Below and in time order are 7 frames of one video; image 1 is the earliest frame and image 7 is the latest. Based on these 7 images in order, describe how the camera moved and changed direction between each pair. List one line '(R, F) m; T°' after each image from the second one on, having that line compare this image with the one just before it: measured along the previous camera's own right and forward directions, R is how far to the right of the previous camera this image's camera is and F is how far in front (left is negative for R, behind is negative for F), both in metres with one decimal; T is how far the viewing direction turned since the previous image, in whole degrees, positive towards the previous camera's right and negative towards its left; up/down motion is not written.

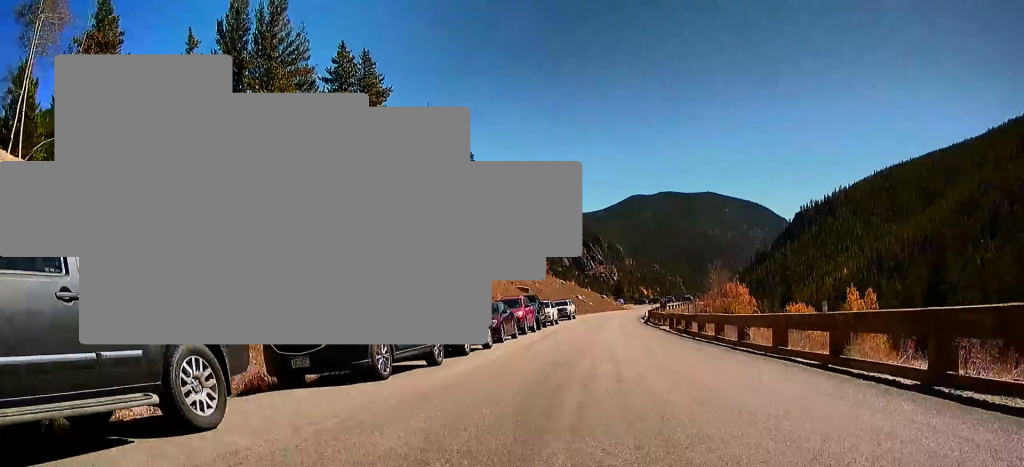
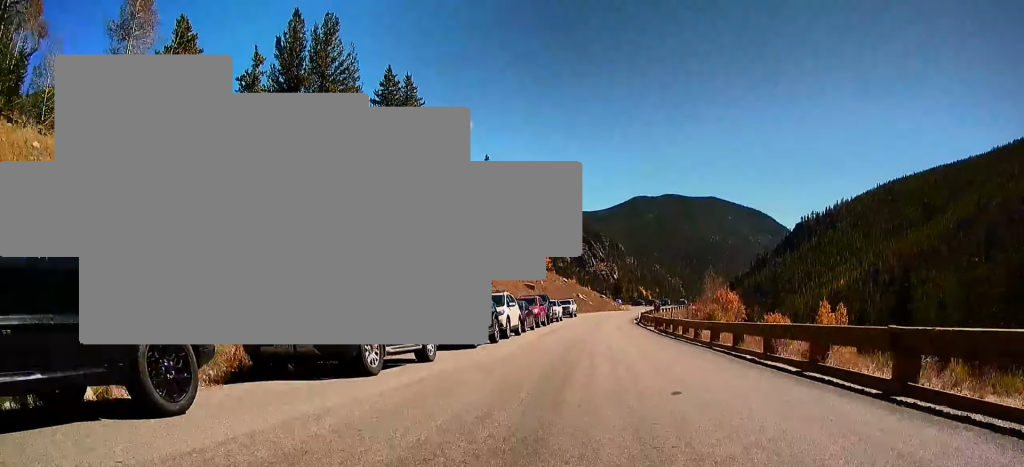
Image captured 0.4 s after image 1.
(+0.1, +4.2) m; 0°
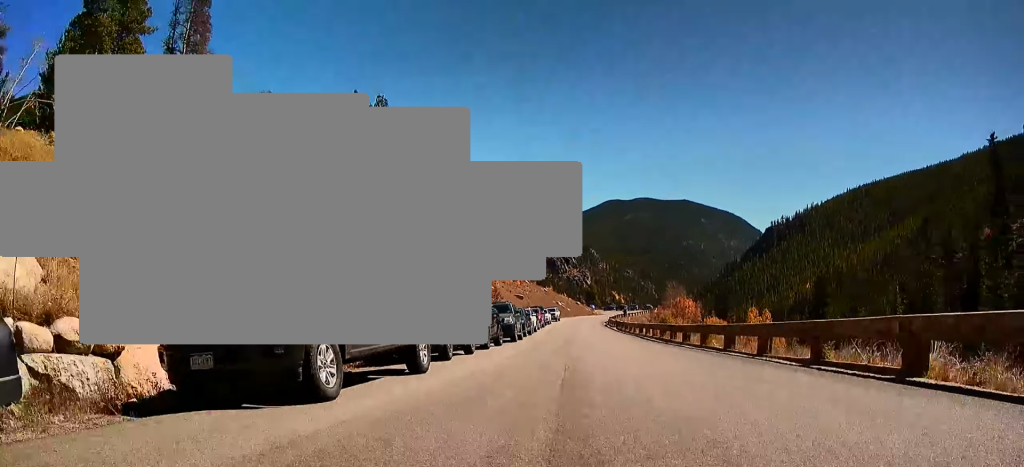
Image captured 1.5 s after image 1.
(-0.2, +11.1) m; 0°
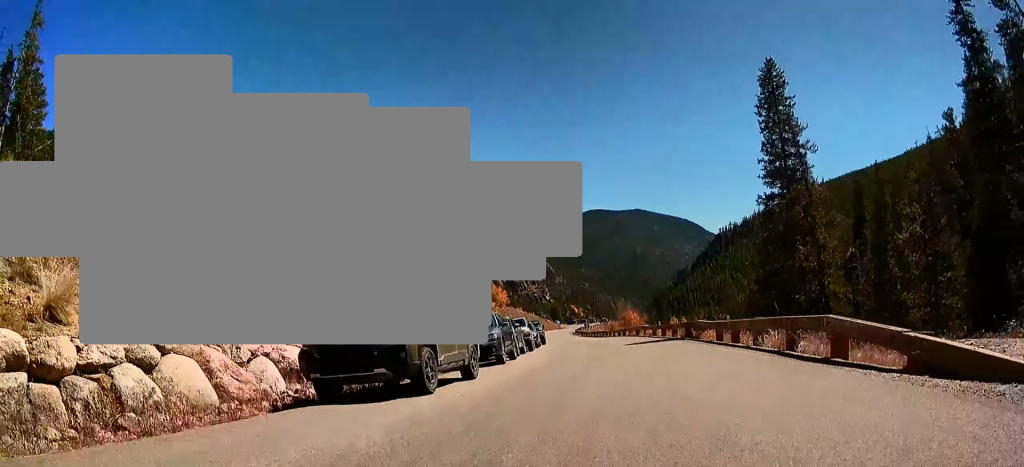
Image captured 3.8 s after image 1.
(+1.2, +21.5) m; +5°
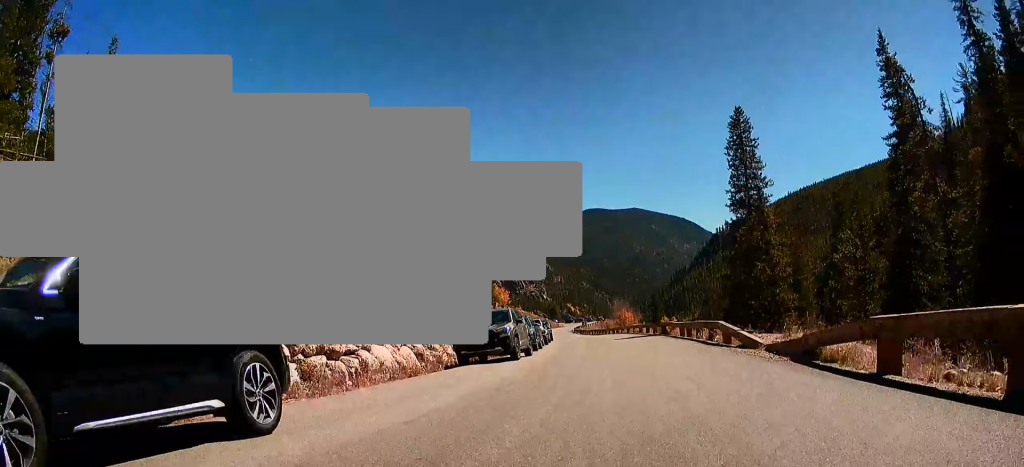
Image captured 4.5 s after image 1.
(0.0, +6.1) m; 0°
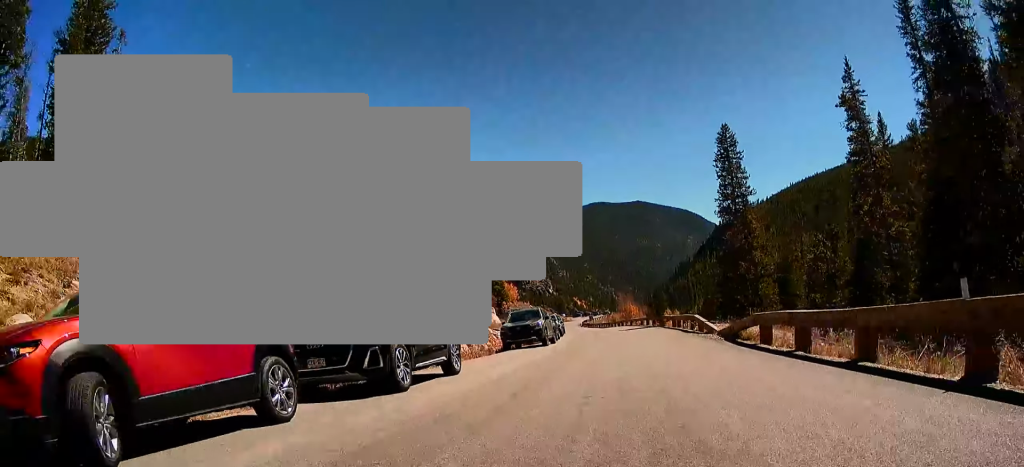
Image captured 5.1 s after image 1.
(0.0, +4.6) m; 0°
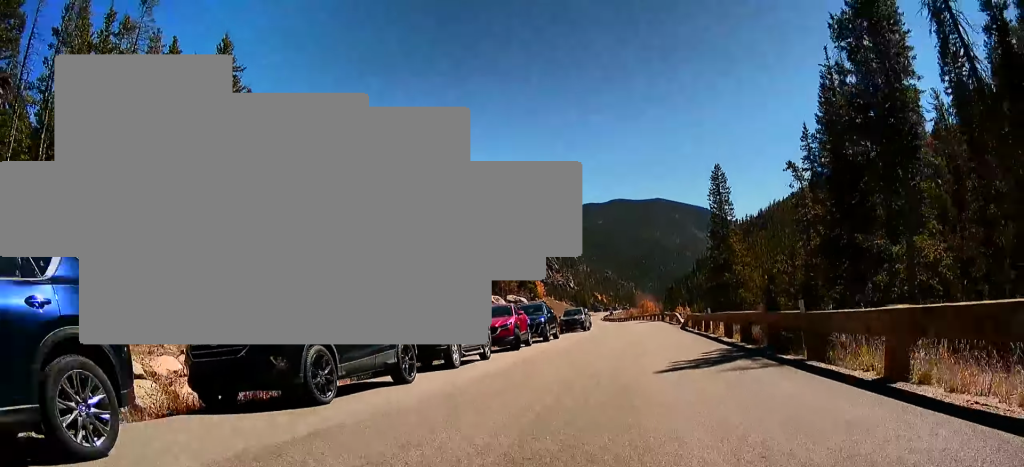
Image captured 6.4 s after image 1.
(0.0, +11.8) m; -1°
